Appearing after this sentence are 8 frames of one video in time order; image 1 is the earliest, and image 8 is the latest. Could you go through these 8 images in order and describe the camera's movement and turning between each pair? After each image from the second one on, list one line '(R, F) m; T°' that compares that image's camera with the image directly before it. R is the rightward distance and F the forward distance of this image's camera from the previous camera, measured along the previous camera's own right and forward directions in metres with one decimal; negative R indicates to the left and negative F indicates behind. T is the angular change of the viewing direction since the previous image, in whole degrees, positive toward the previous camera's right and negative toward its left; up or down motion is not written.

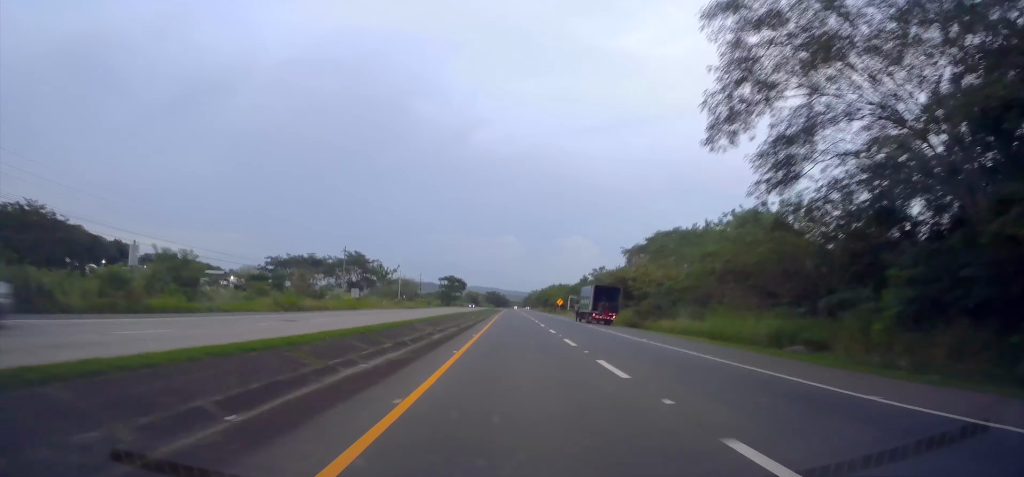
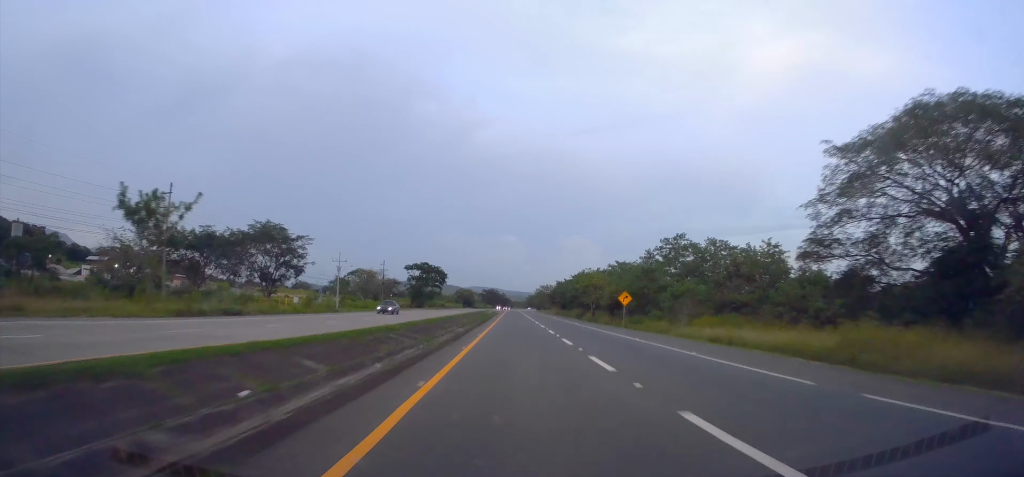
(-0.2, +64.4) m; 0°
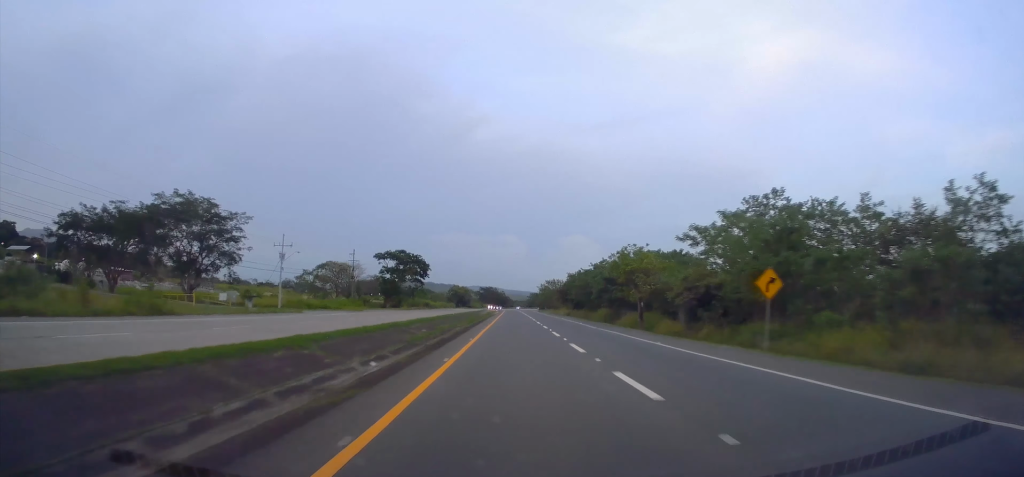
(-0.1, +29.2) m; 0°
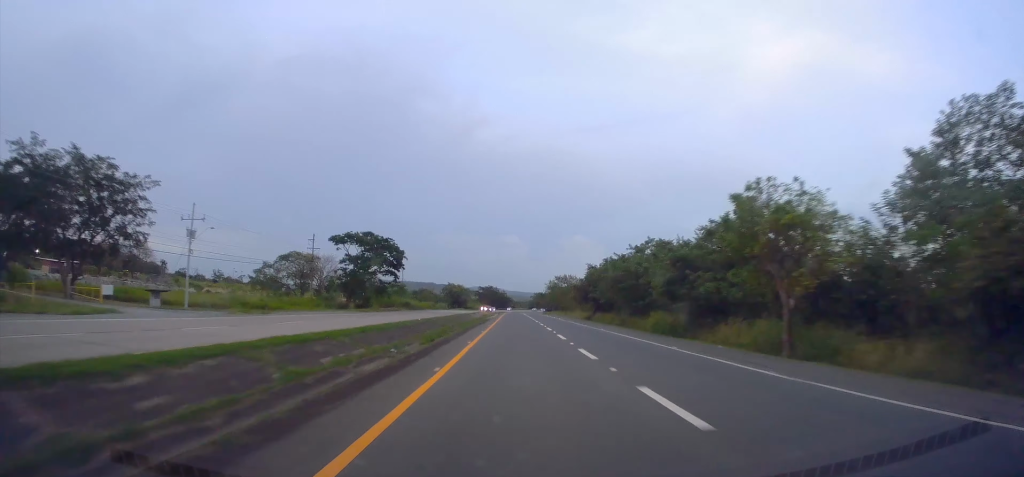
(+0.2, +27.3) m; 0°
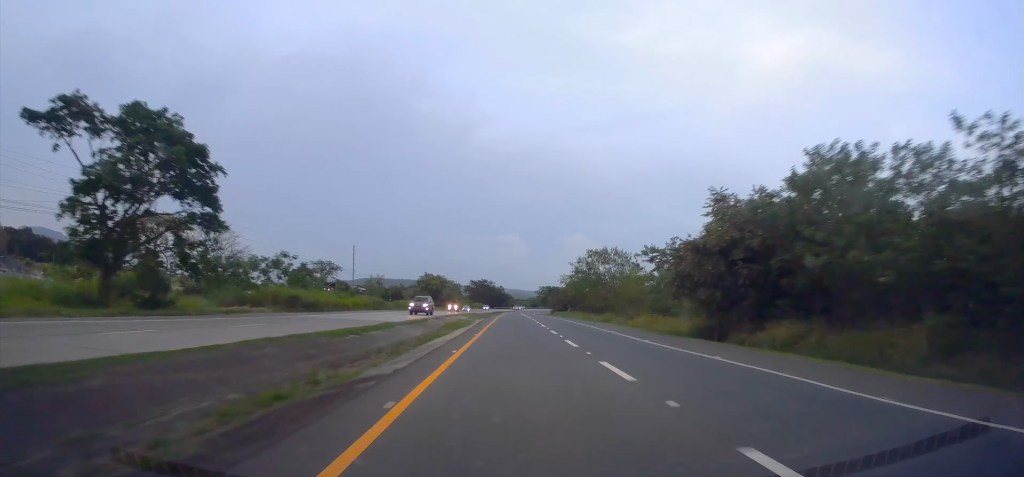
(-0.3, +54.5) m; 0°
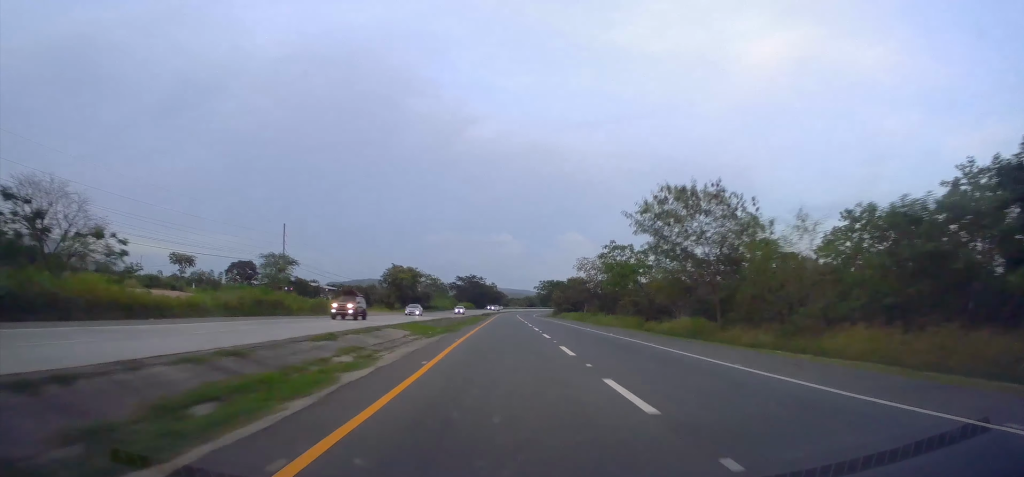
(+0.2, +36.2) m; +1°
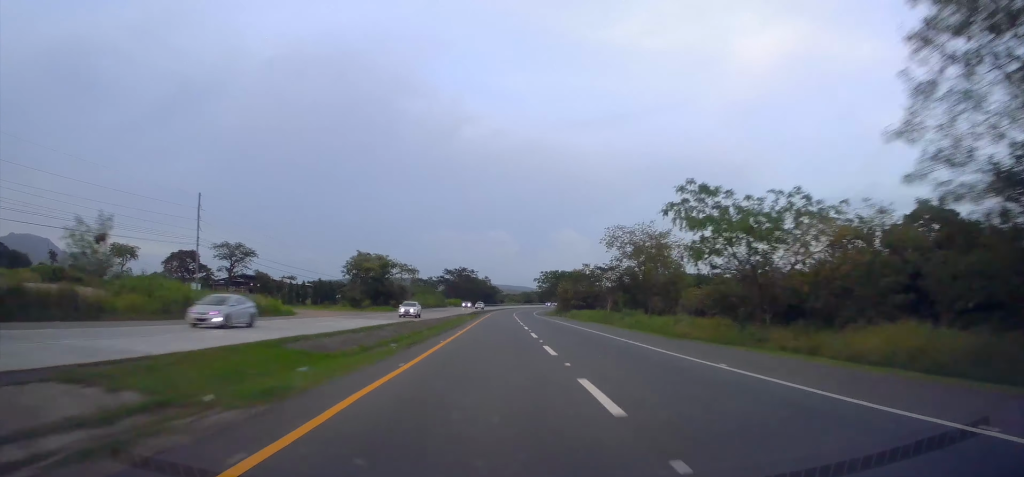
(+0.2, +25.2) m; 0°
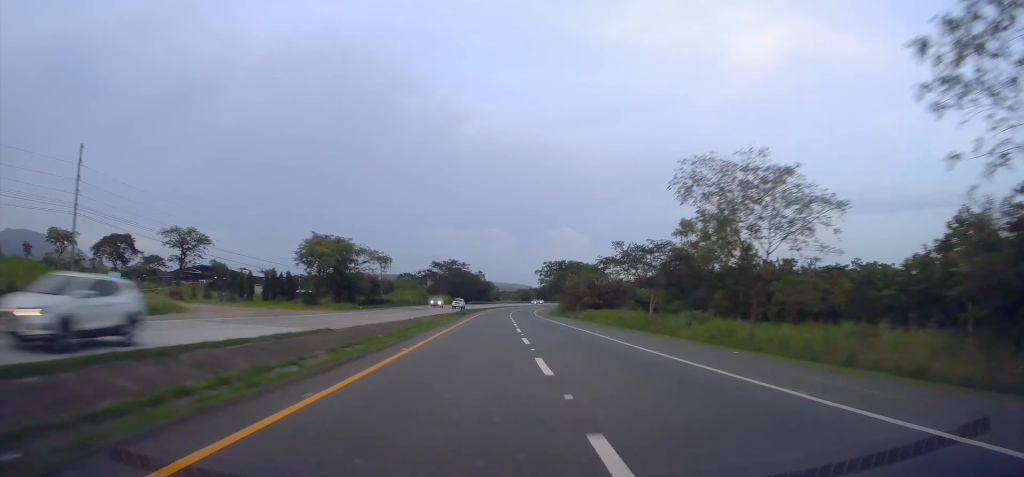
(+0.2, +21.5) m; 0°
